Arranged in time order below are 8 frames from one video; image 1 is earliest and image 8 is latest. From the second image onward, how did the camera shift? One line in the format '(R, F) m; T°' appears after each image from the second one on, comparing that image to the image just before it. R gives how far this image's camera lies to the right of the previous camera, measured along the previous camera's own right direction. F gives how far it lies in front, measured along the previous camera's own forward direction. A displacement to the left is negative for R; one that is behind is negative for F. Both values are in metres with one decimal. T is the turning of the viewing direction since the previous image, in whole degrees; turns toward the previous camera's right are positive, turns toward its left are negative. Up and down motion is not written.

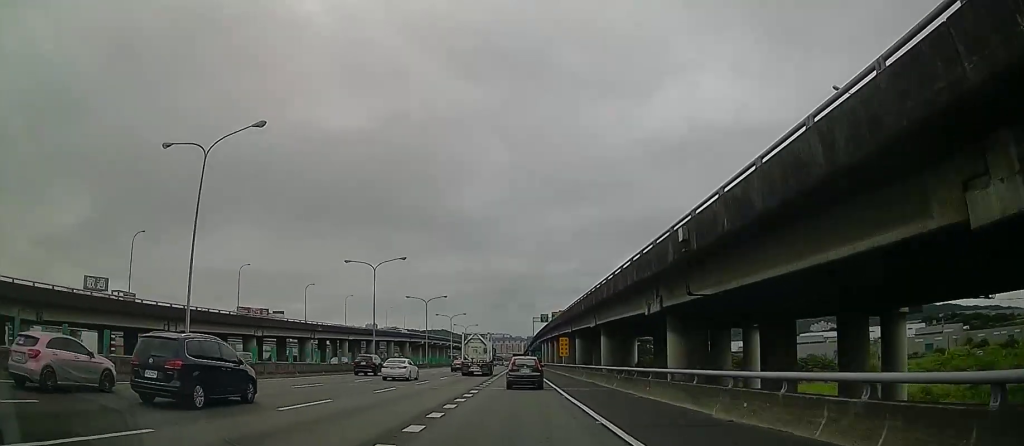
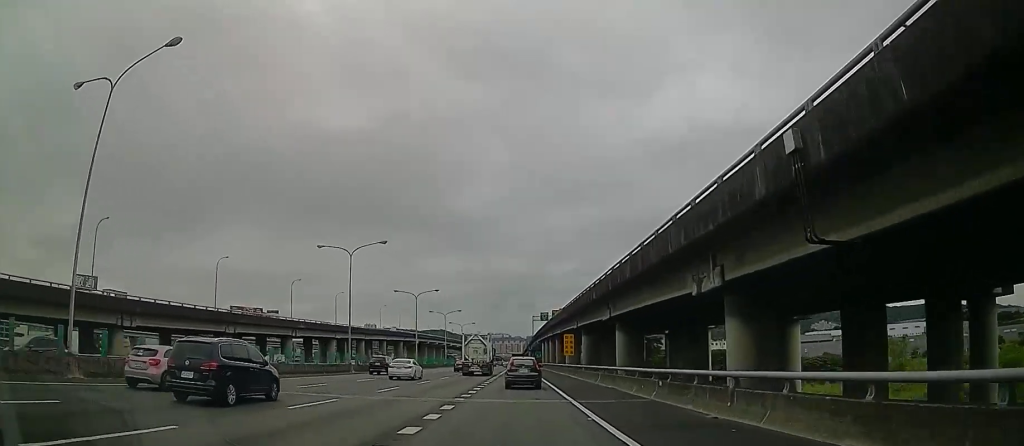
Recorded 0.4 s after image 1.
(0.0, +8.7) m; -1°
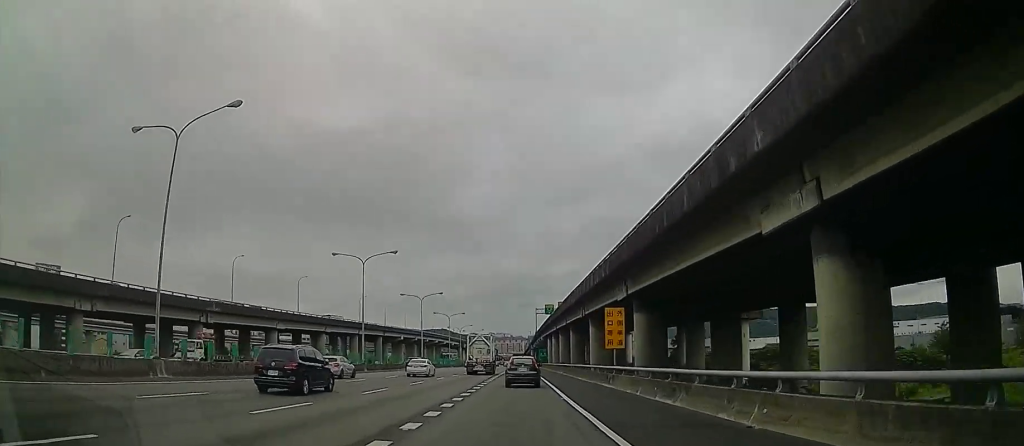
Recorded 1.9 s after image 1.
(-0.9, +28.6) m; -4°
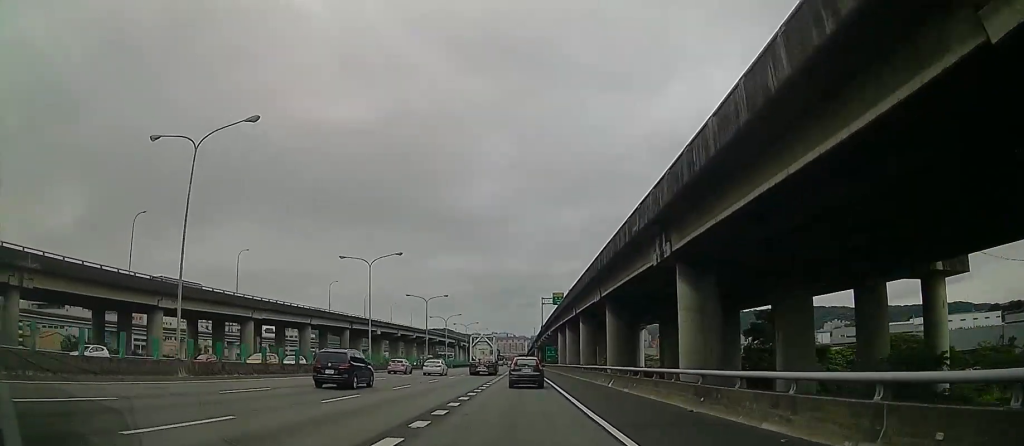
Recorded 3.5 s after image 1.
(+0.2, +30.6) m; +2°
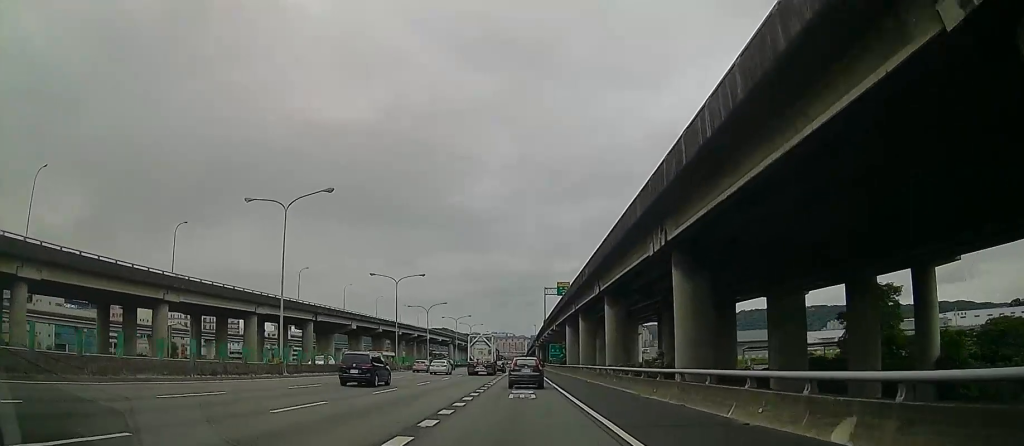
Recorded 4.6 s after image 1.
(+0.4, +23.1) m; +1°
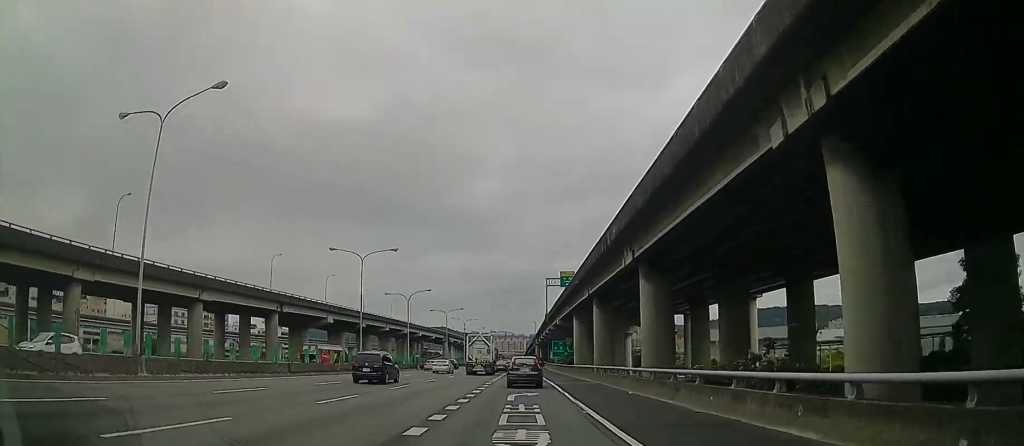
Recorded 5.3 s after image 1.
(0.0, +16.2) m; 0°
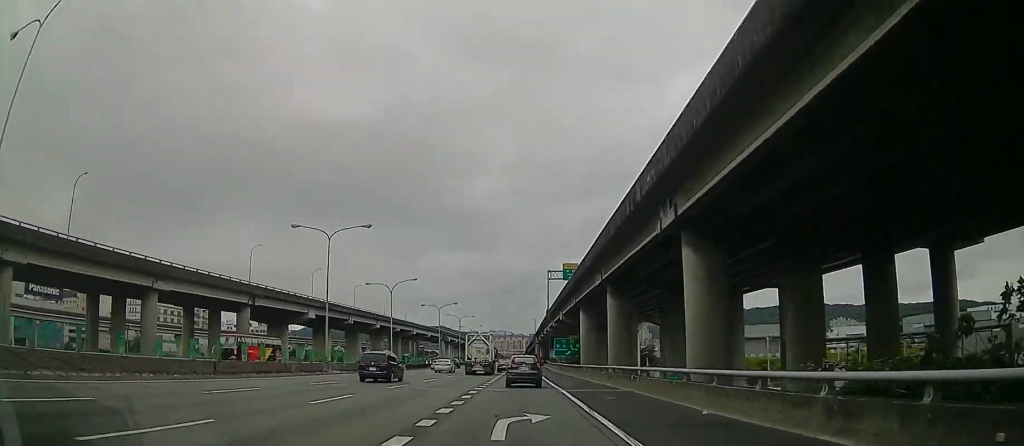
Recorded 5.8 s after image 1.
(0.0, +10.4) m; 0°
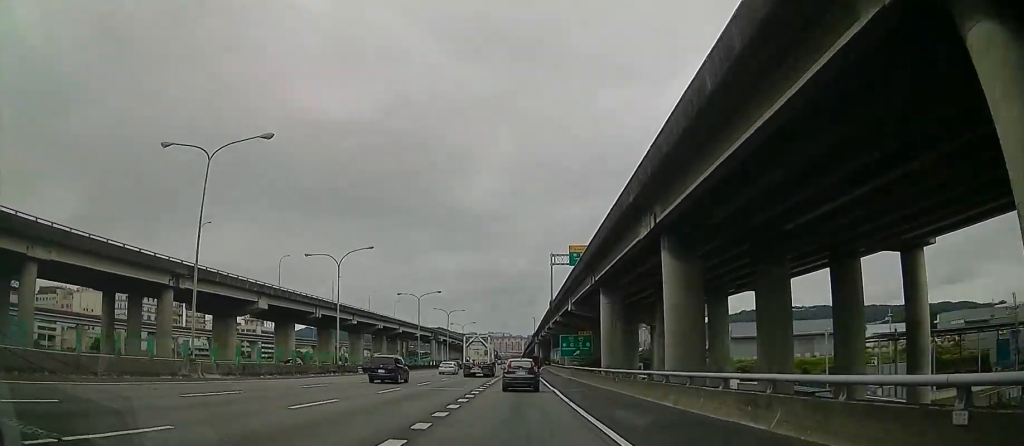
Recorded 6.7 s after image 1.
(0.0, +20.9) m; 0°
